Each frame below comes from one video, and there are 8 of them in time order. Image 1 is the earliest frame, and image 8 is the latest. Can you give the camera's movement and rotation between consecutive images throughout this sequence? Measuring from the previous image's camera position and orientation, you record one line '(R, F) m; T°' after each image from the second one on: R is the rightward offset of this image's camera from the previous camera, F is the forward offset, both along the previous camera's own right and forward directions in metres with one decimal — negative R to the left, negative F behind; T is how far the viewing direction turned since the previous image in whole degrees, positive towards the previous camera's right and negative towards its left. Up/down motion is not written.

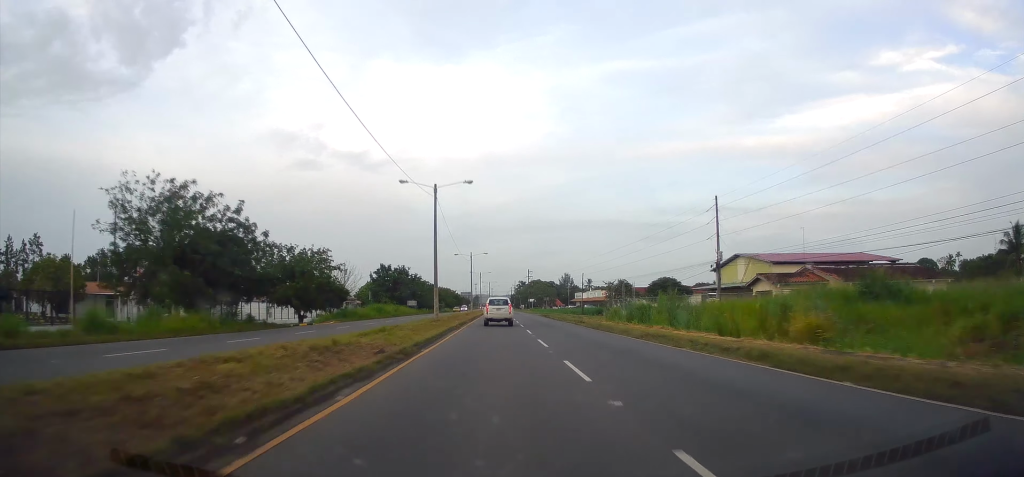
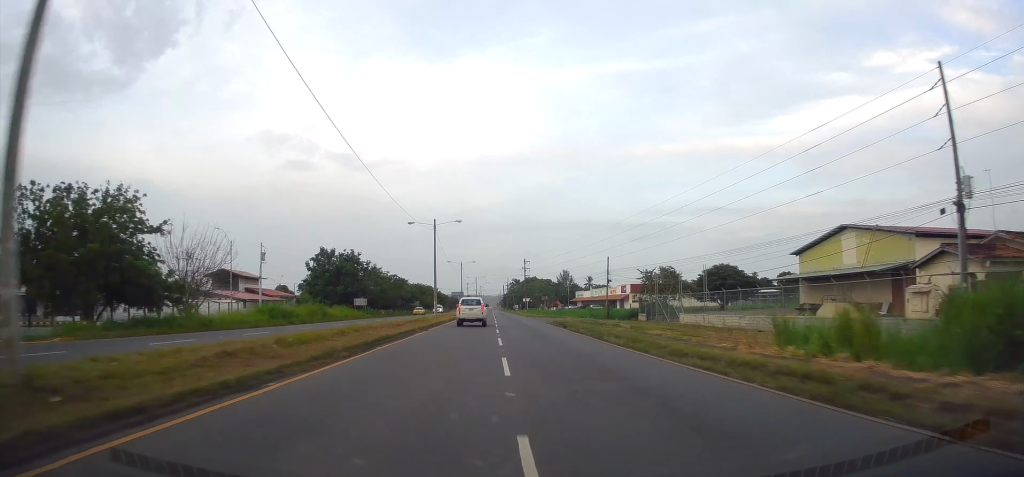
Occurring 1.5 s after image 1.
(+0.1, +29.9) m; 0°
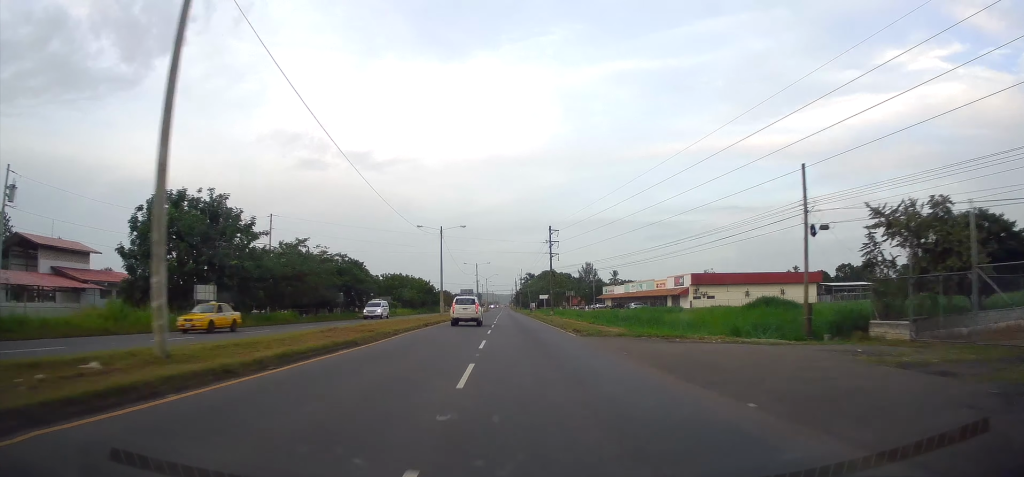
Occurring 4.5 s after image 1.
(-0.2, +58.5) m; 0°
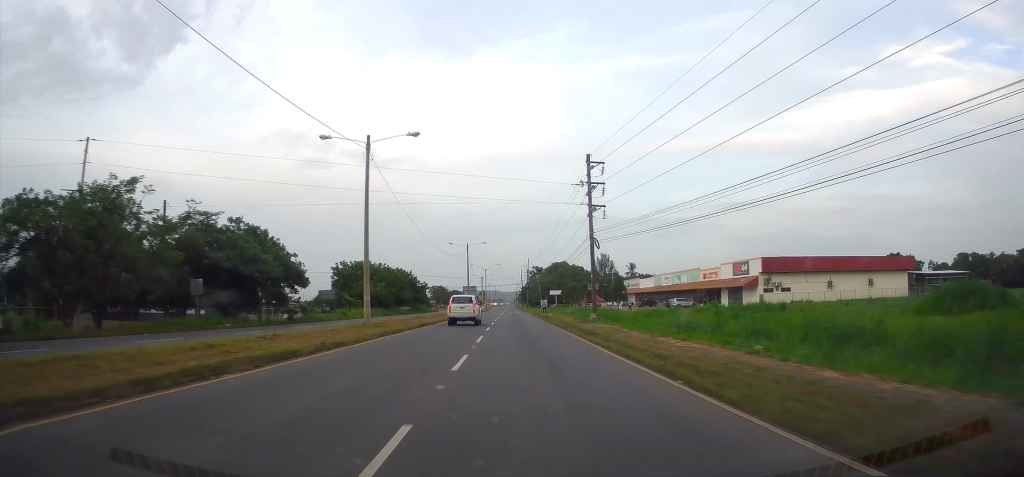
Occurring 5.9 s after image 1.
(-0.1, +29.3) m; 0°
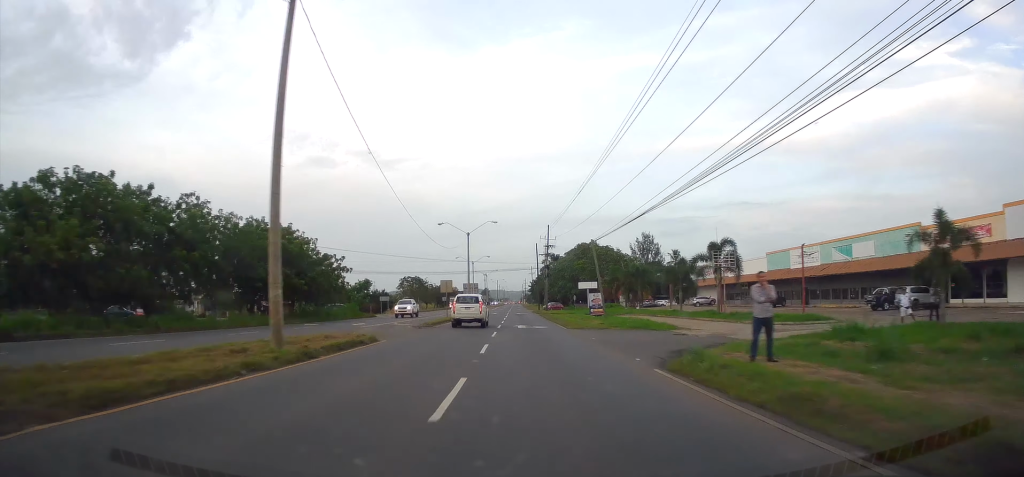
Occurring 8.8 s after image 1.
(-0.2, +62.7) m; -1°
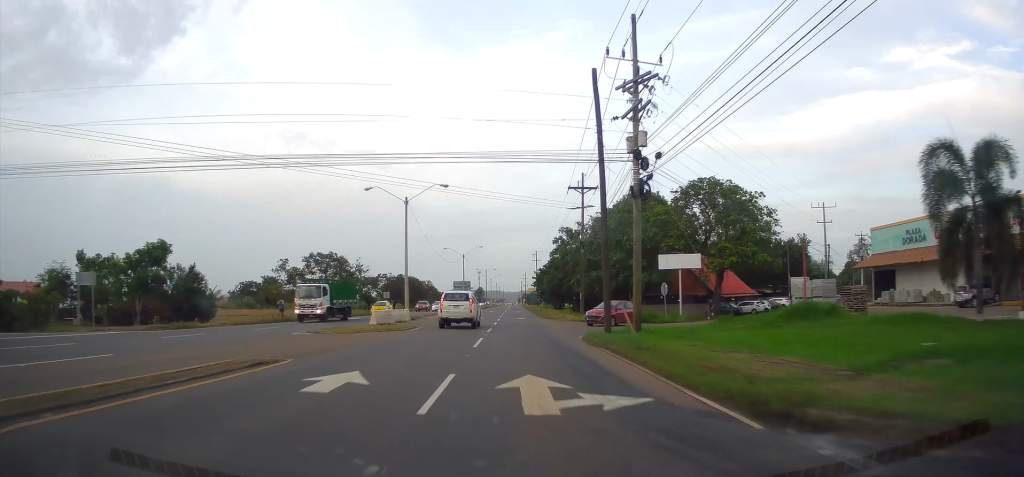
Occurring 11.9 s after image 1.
(-0.3, +66.9) m; 0°
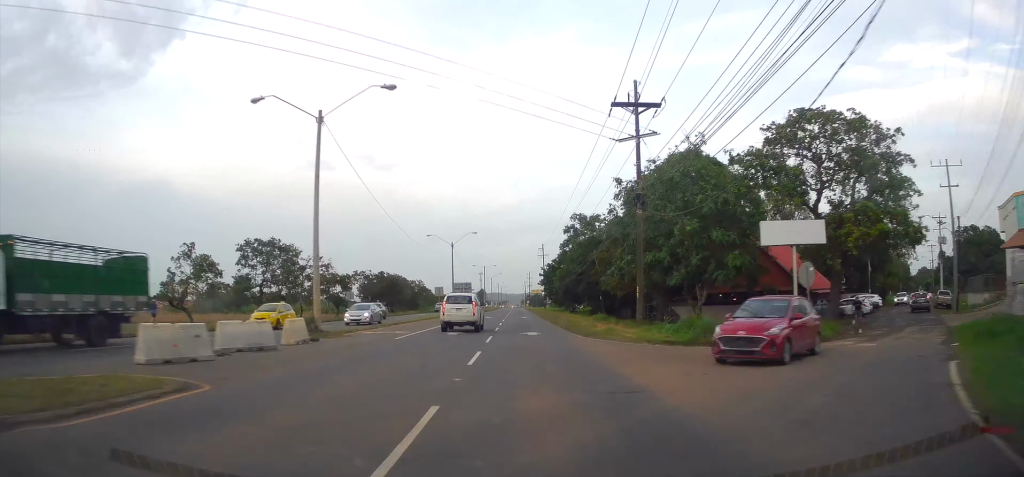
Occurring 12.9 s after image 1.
(-0.1, +21.5) m; 0°
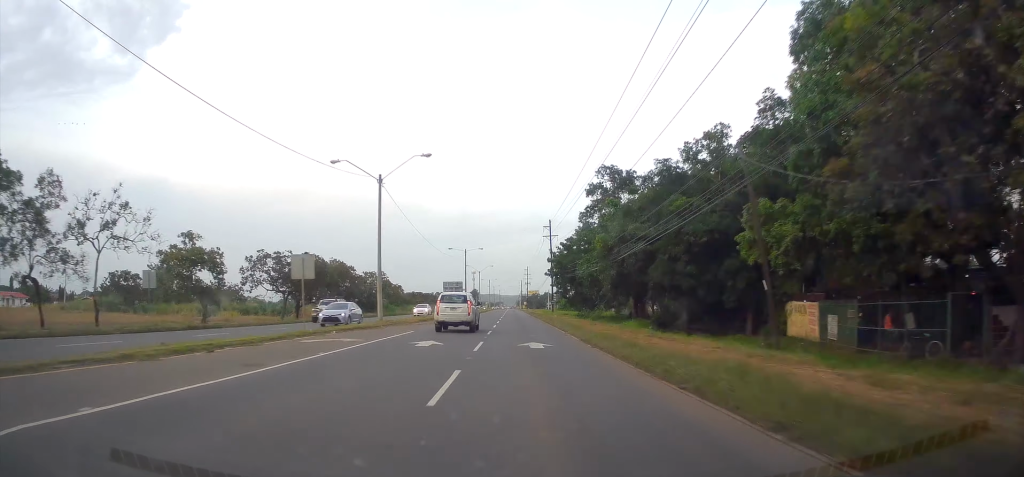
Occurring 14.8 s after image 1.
(+0.3, +38.9) m; 0°
